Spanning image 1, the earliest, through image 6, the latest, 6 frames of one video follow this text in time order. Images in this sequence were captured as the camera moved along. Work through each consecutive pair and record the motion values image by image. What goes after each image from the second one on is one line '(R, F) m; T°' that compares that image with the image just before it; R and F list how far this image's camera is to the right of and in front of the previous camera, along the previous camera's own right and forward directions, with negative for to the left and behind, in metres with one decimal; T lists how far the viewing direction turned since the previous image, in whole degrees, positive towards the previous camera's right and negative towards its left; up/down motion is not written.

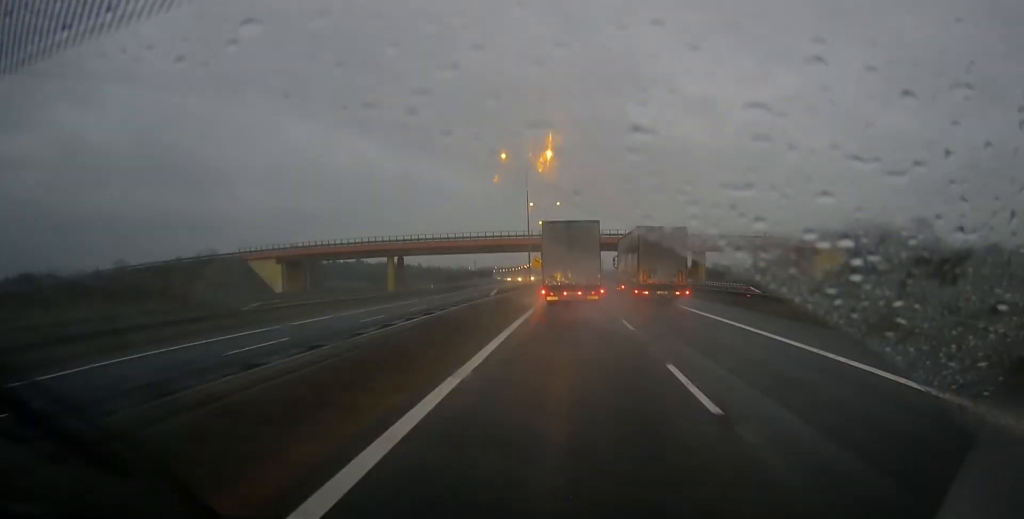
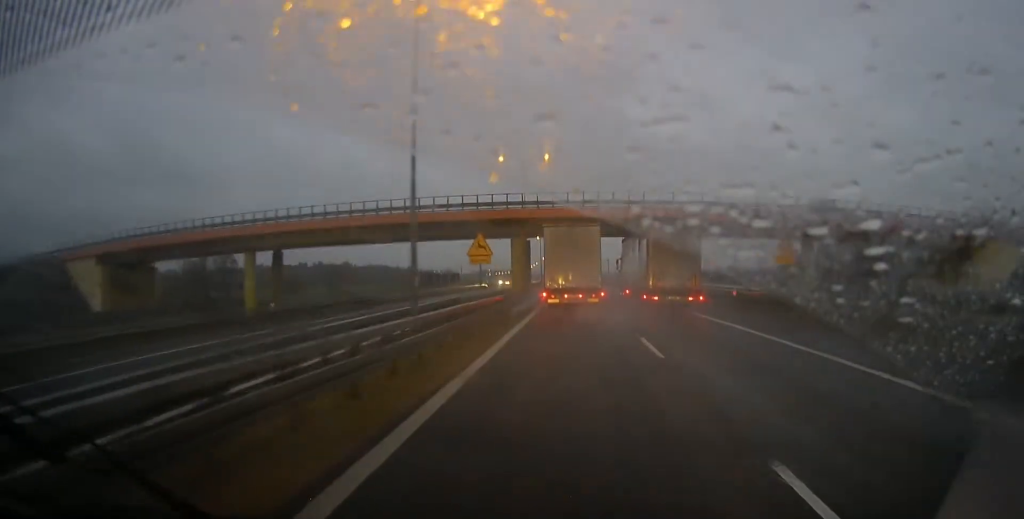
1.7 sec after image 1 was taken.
(0.0, +41.6) m; 0°
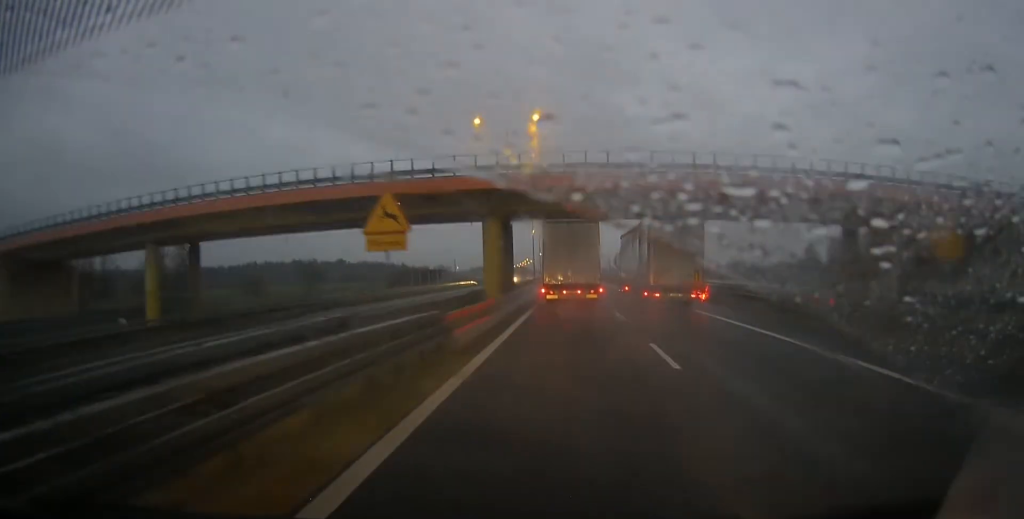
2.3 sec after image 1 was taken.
(0.0, +13.9) m; 0°
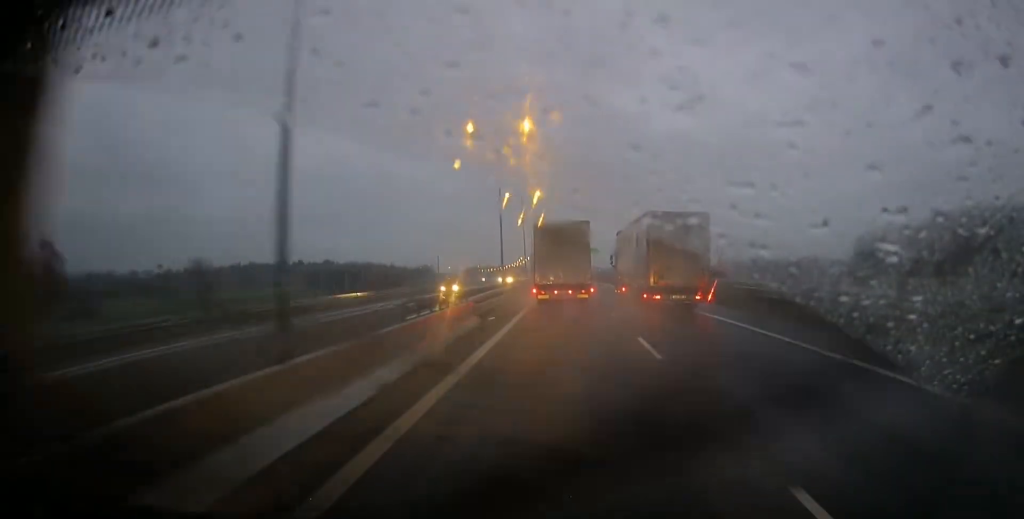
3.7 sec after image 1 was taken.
(0.0, +34.3) m; 0°
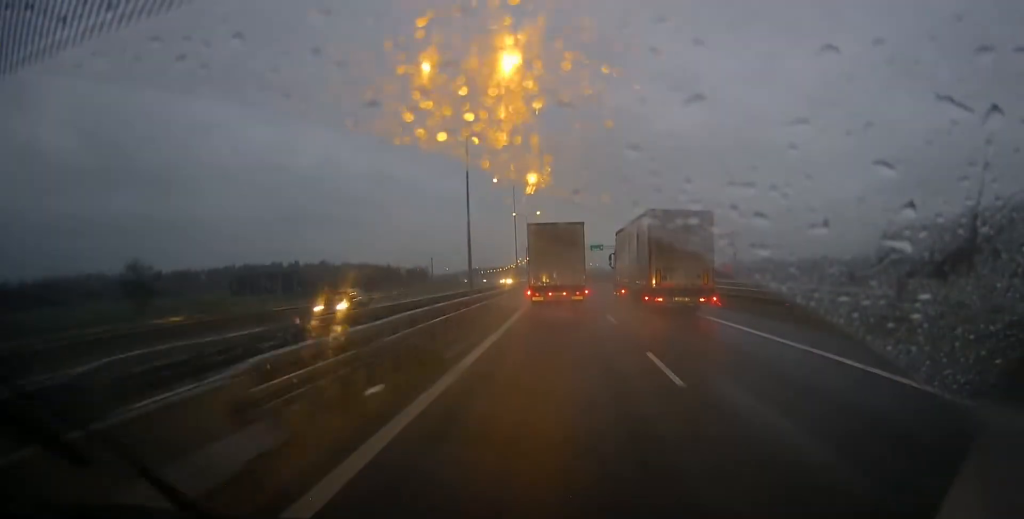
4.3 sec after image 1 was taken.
(0.0, +14.8) m; 0°
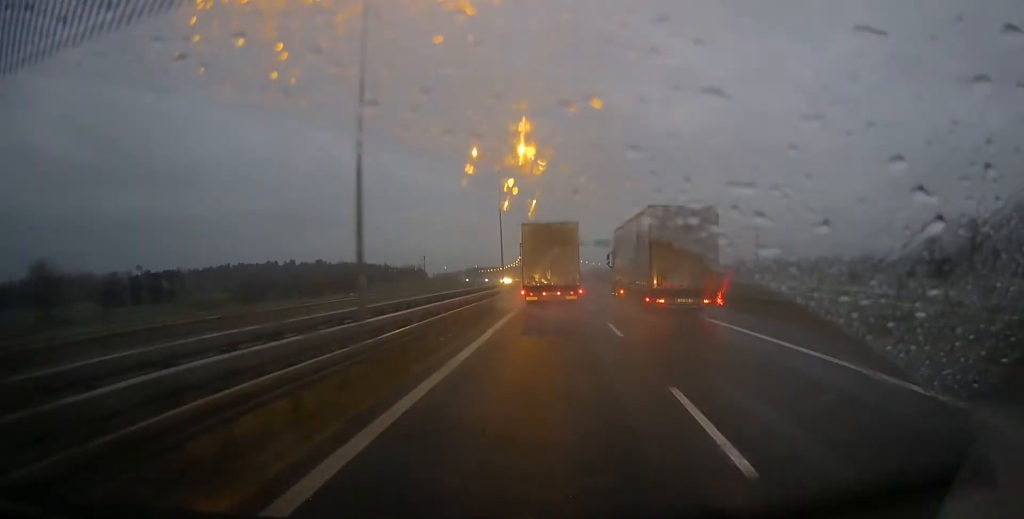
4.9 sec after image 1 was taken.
(0.0, +16.5) m; 0°
